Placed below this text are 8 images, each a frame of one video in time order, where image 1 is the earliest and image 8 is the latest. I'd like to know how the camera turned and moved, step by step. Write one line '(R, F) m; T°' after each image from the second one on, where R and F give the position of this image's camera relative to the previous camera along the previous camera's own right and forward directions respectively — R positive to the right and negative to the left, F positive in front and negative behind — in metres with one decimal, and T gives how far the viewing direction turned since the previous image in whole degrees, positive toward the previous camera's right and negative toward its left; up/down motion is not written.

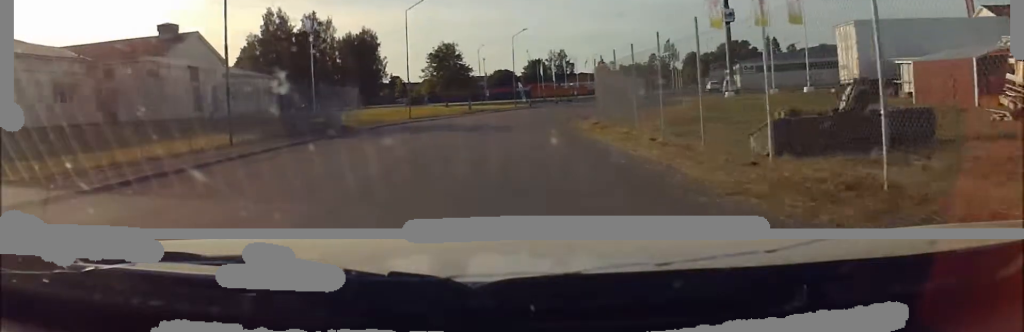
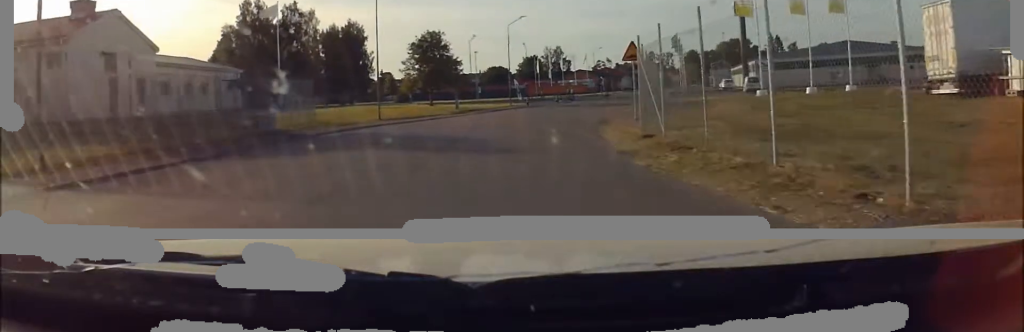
(0.0, +10.4) m; -1°
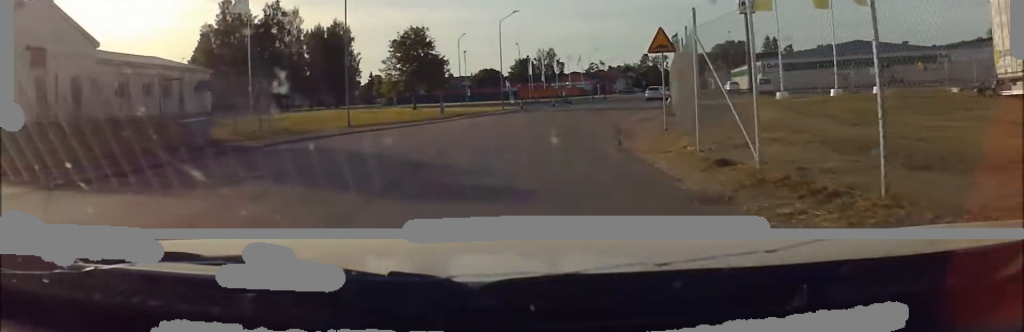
(-0.2, +6.2) m; 0°
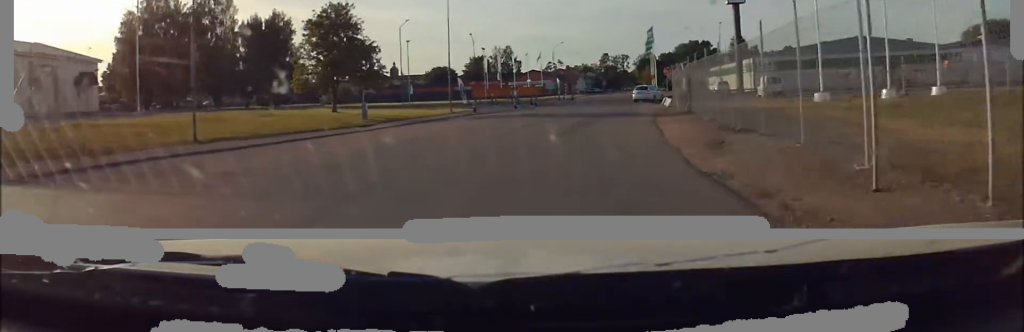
(+0.4, +14.0) m; +3°
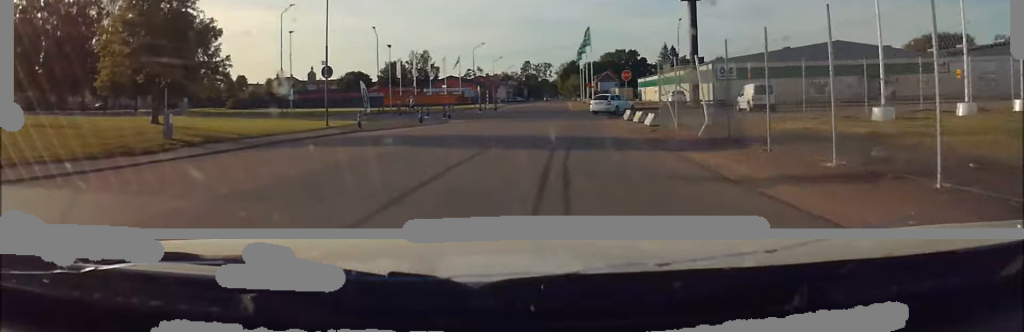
(+0.8, +15.1) m; +7°
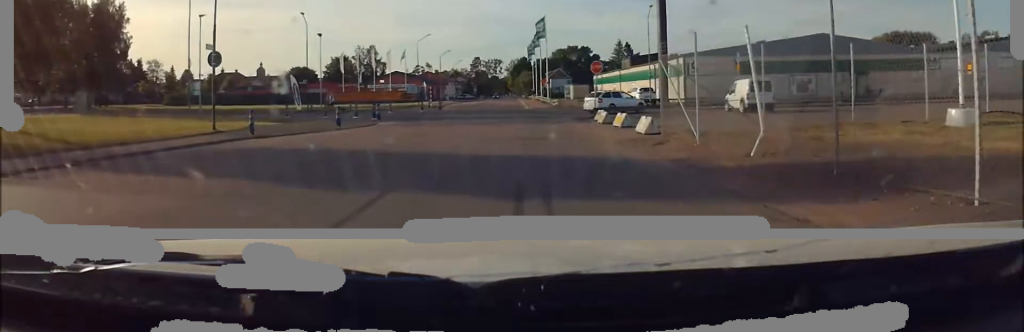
(+0.5, +9.1) m; +5°
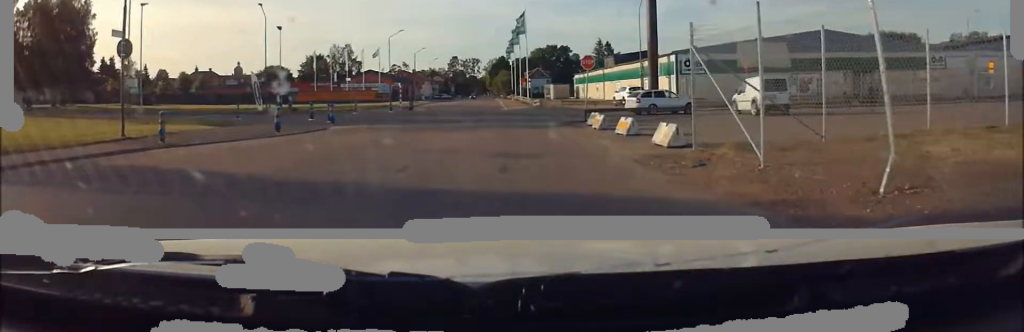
(+0.1, +6.6) m; +2°
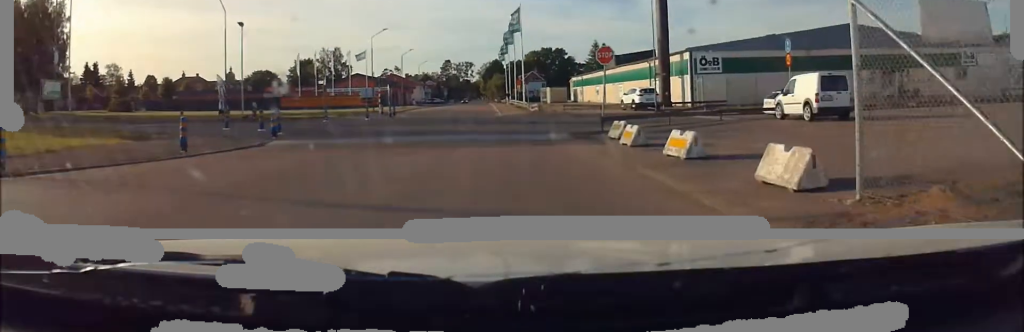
(+0.2, +7.9) m; -1°
